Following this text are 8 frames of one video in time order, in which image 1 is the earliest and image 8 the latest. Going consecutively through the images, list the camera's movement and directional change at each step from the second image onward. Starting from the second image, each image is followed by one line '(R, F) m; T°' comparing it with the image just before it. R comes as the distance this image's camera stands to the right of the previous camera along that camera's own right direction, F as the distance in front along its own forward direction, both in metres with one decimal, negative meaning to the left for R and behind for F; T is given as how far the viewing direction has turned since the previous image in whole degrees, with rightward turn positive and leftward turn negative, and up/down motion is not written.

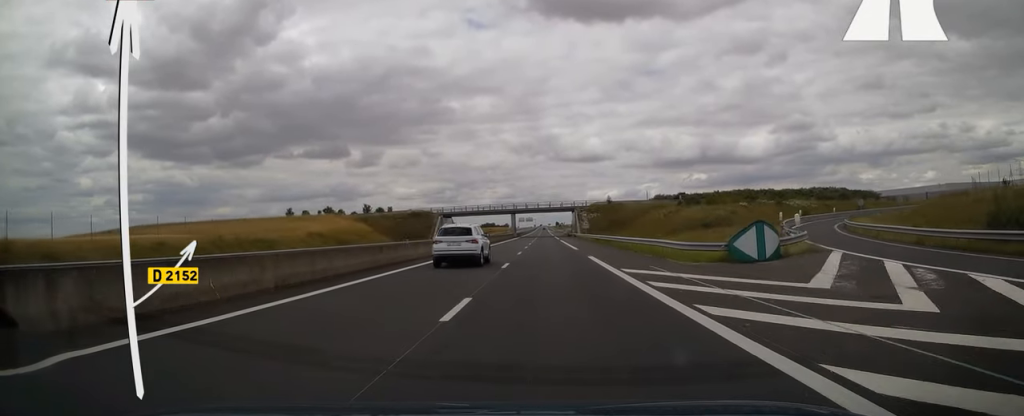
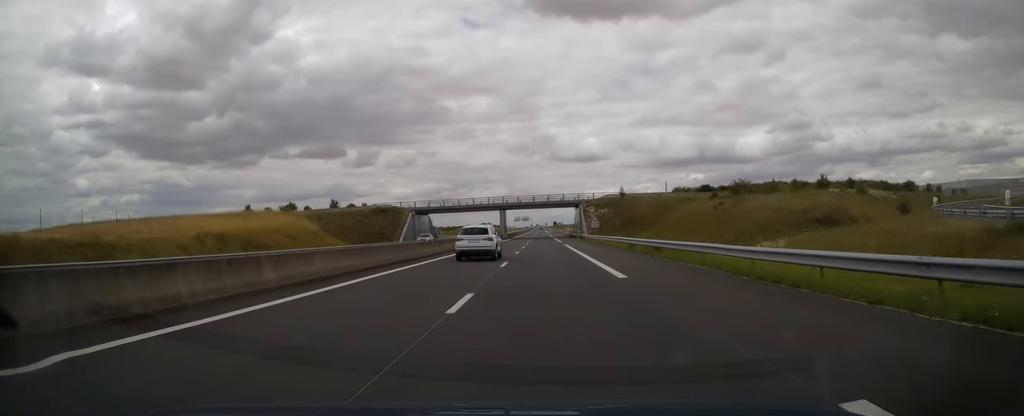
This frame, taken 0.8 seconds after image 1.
(0.0, +24.8) m; 0°
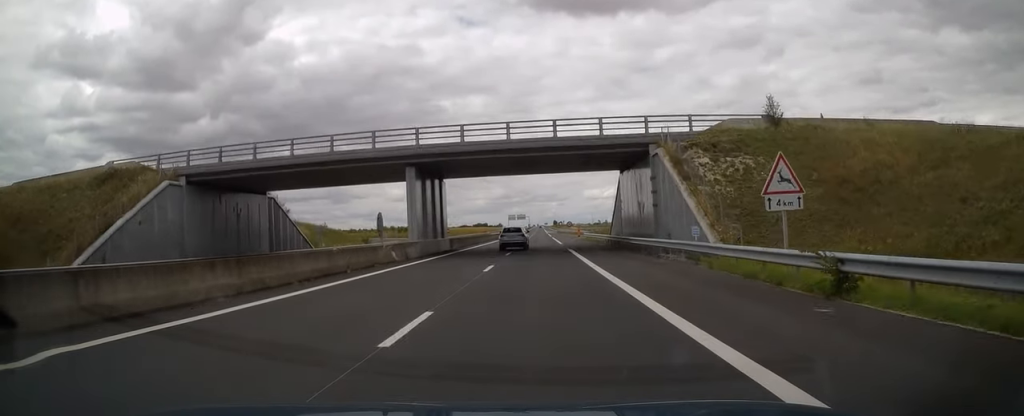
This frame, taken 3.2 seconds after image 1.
(-0.1, +67.2) m; 0°
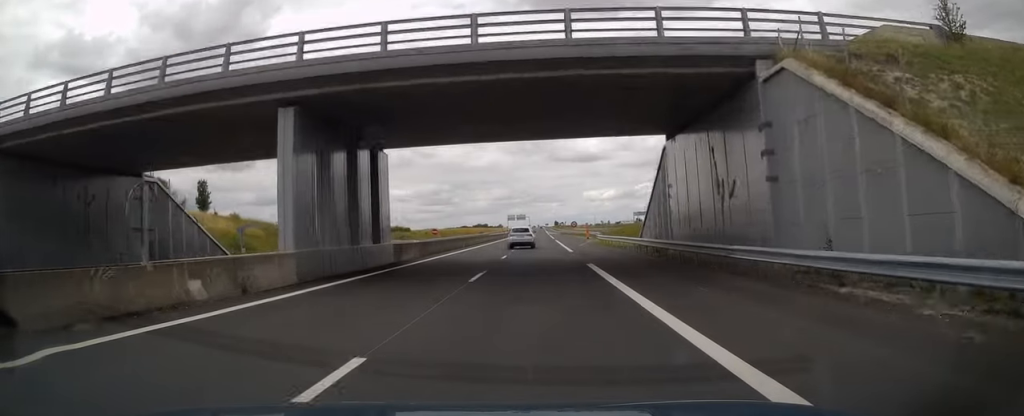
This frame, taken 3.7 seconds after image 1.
(-0.1, +16.6) m; 0°
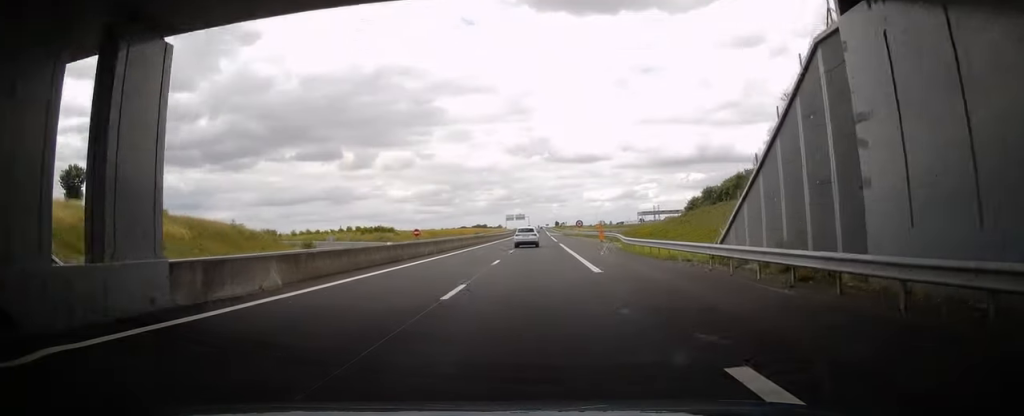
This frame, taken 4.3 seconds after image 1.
(+0.1, +17.2) m; 0°
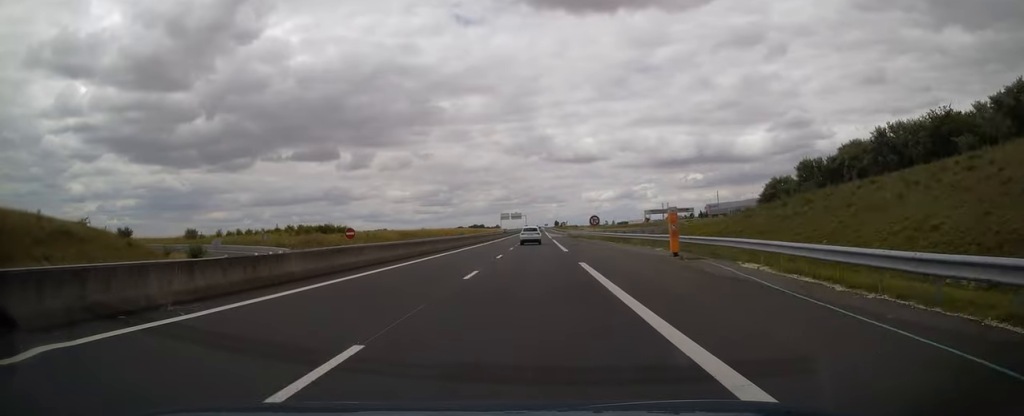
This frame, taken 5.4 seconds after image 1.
(0.0, +33.8) m; 0°
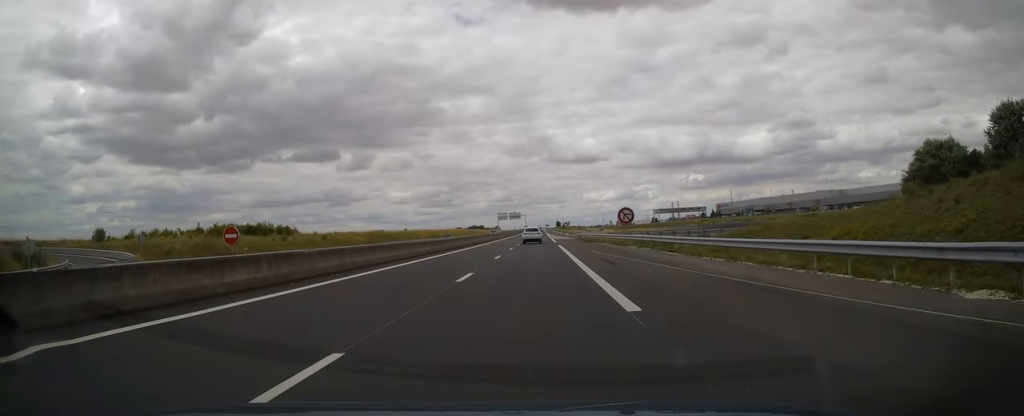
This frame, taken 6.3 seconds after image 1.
(-0.2, +26.3) m; 0°
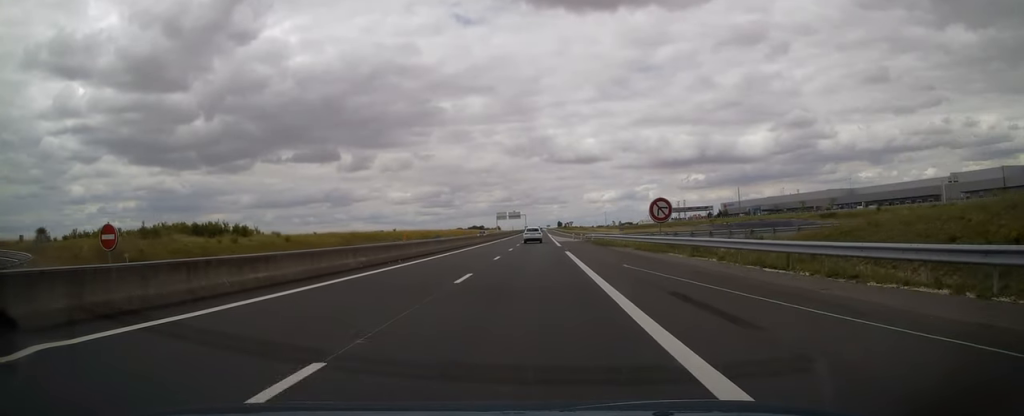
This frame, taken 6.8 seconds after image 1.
(0.0, +13.1) m; 0°
